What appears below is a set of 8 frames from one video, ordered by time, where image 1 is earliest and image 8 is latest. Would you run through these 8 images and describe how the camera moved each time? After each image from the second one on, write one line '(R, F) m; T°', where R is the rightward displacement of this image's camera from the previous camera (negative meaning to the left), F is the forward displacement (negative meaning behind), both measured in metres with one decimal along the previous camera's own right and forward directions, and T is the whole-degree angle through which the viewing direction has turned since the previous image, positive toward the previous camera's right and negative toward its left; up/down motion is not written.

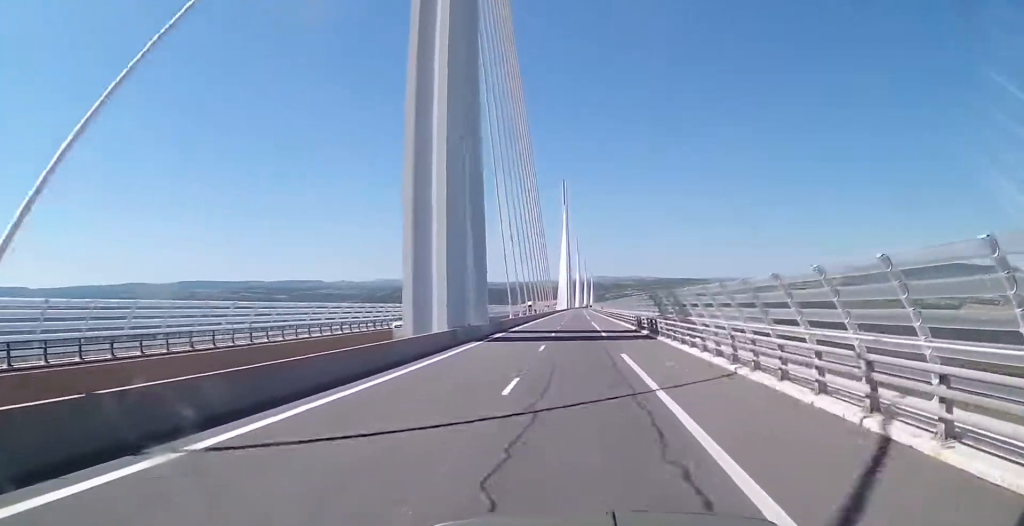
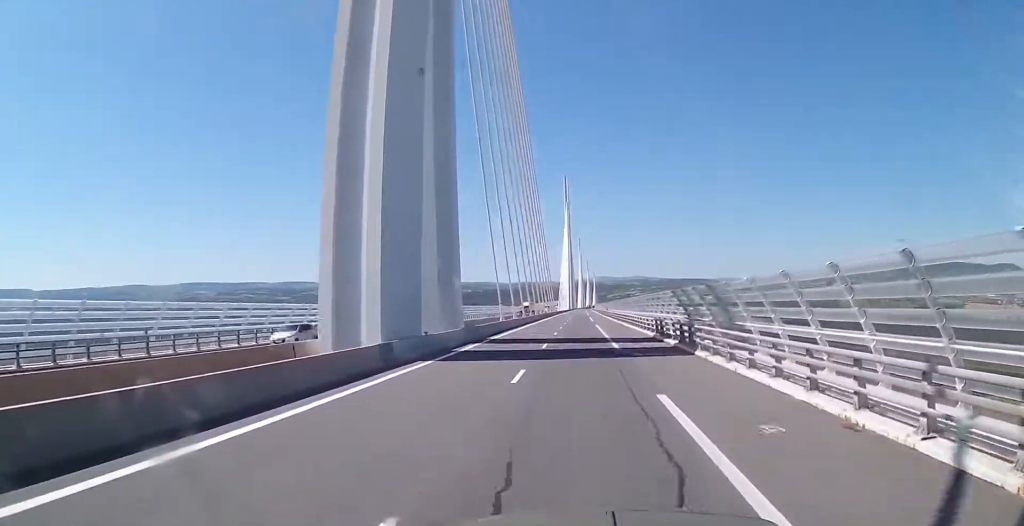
(+0.1, +11.2) m; 0°
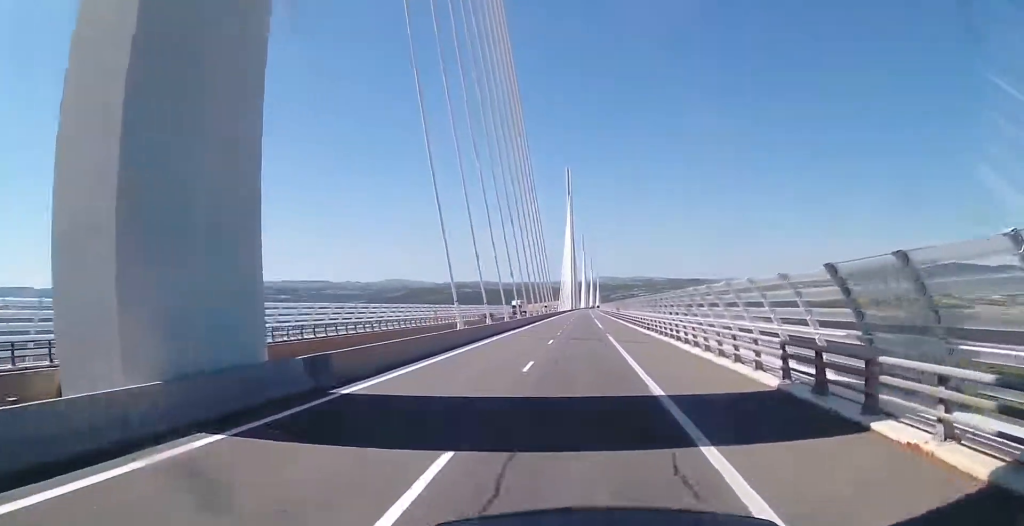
(-0.3, +23.9) m; 0°
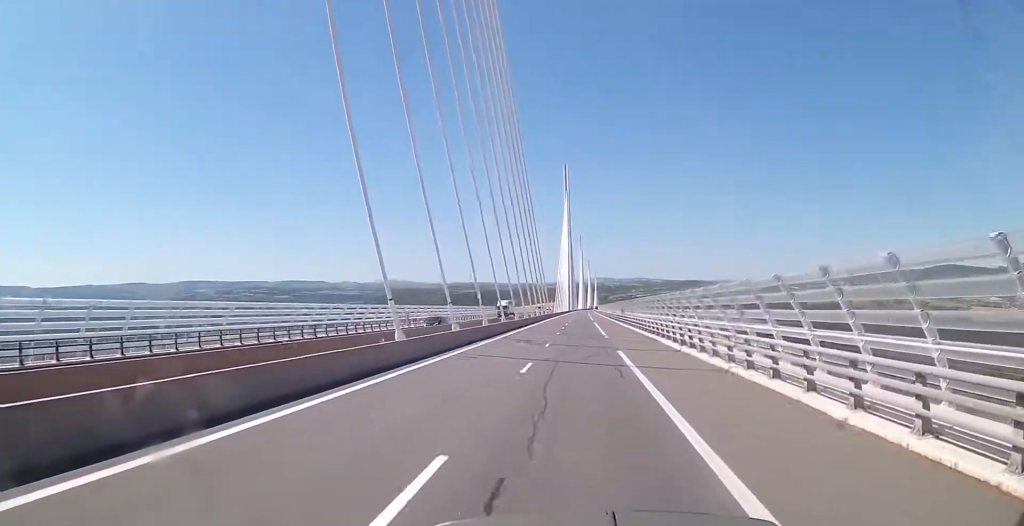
(+0.1, +13.5) m; 0°
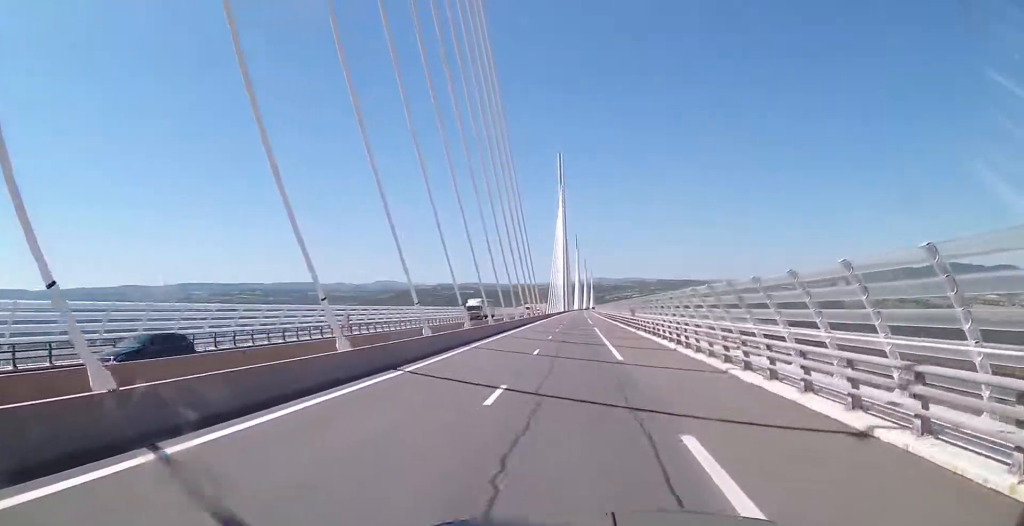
(+0.2, +18.9) m; +1°
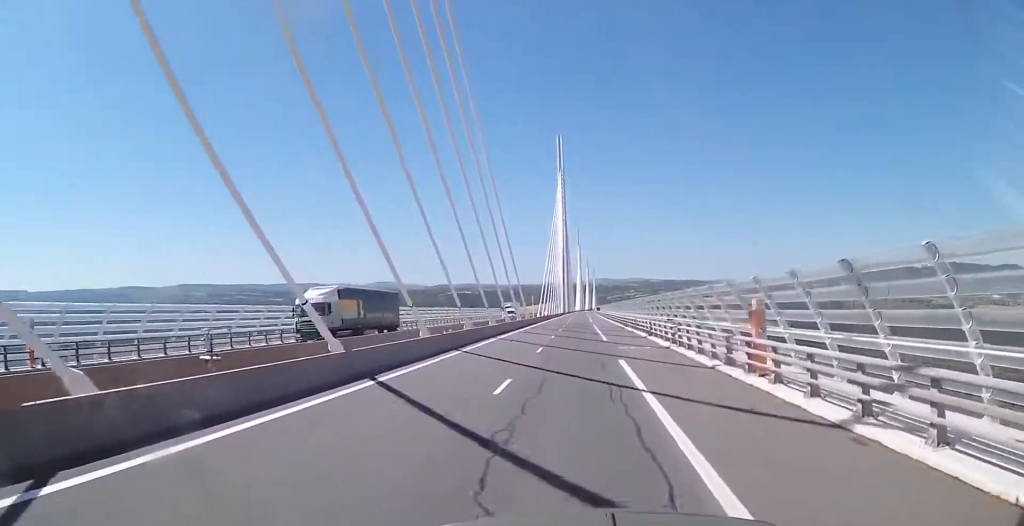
(-0.4, +37.7) m; -1°
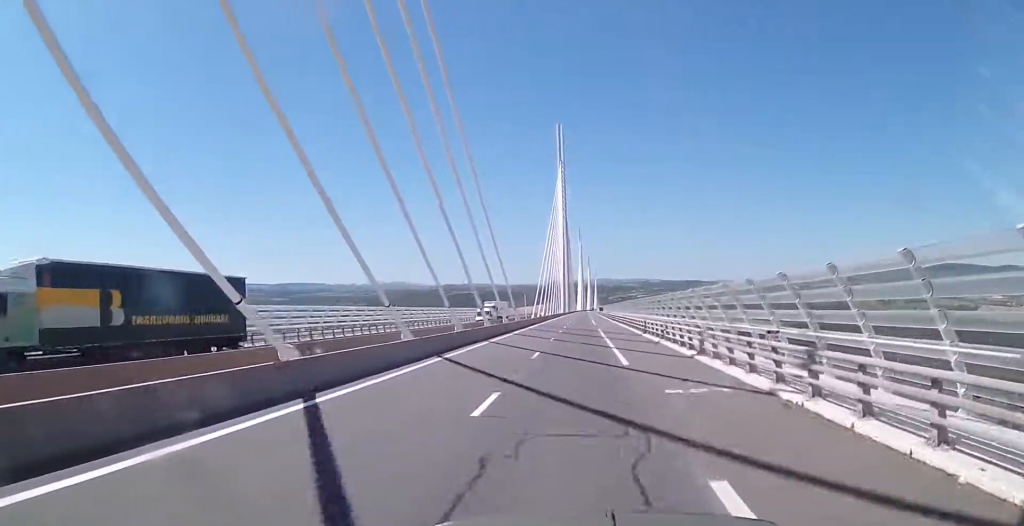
(-0.2, +16.2) m; 0°
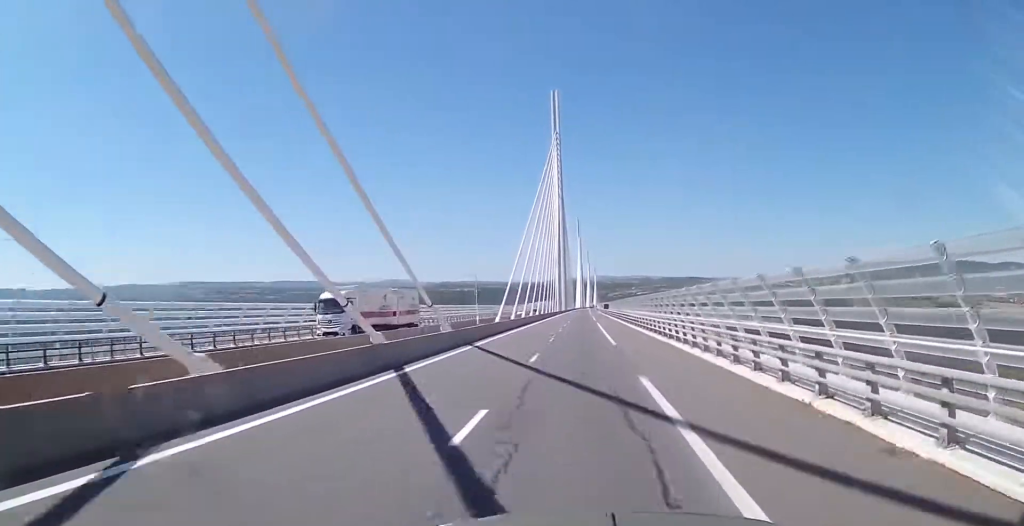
(+0.7, +41.7) m; +1°
